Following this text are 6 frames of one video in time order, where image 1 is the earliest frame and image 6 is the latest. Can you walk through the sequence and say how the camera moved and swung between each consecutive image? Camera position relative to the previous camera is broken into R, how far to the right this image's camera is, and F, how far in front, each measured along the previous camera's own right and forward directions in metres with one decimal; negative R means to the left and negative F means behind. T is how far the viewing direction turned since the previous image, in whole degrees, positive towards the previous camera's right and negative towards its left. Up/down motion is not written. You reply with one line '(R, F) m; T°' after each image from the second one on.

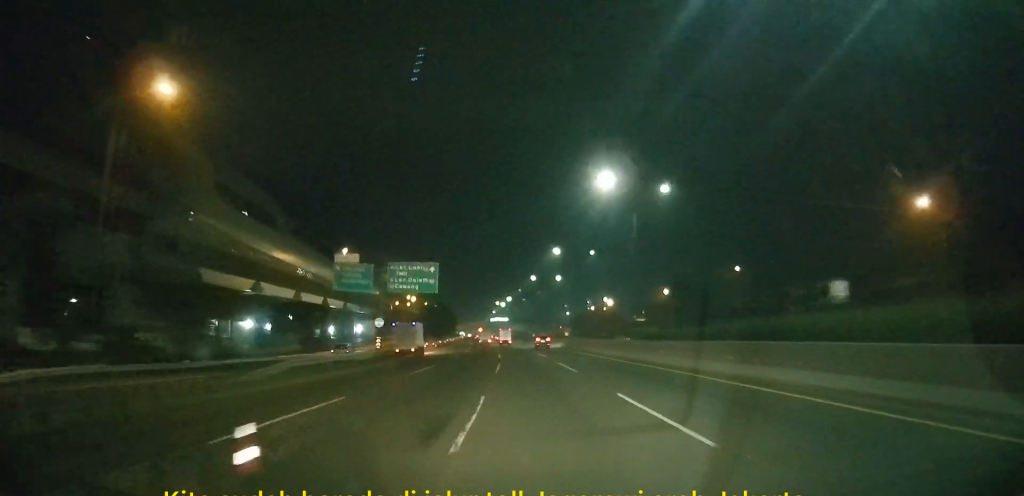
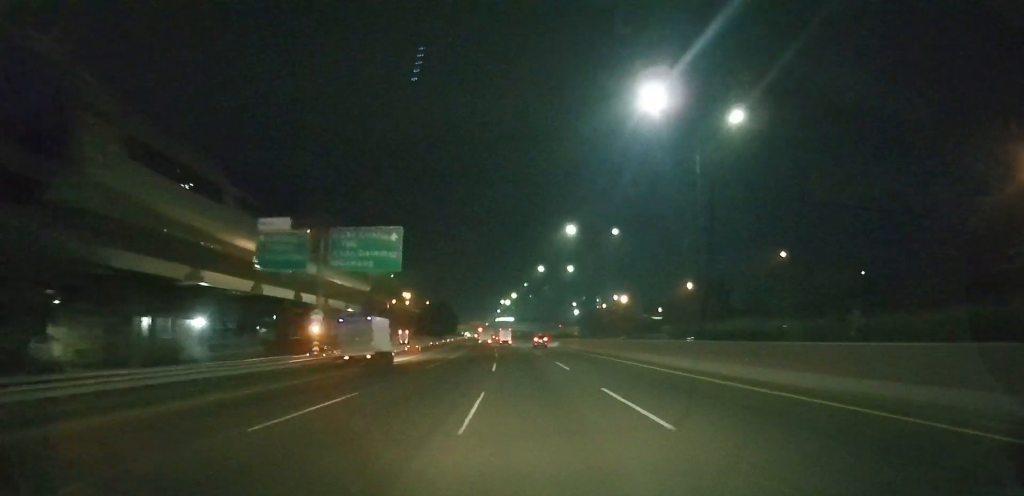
(-0.1, +17.3) m; -1°
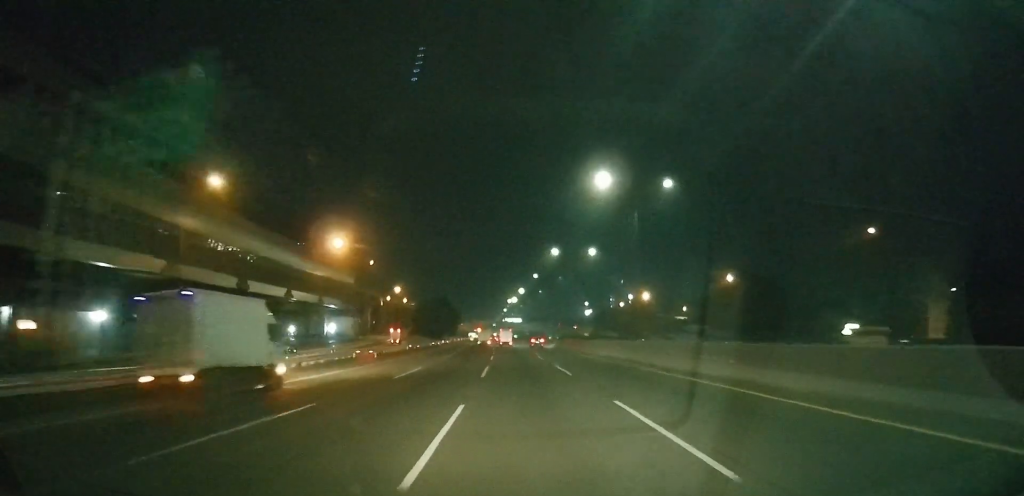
(-0.2, +23.3) m; -1°
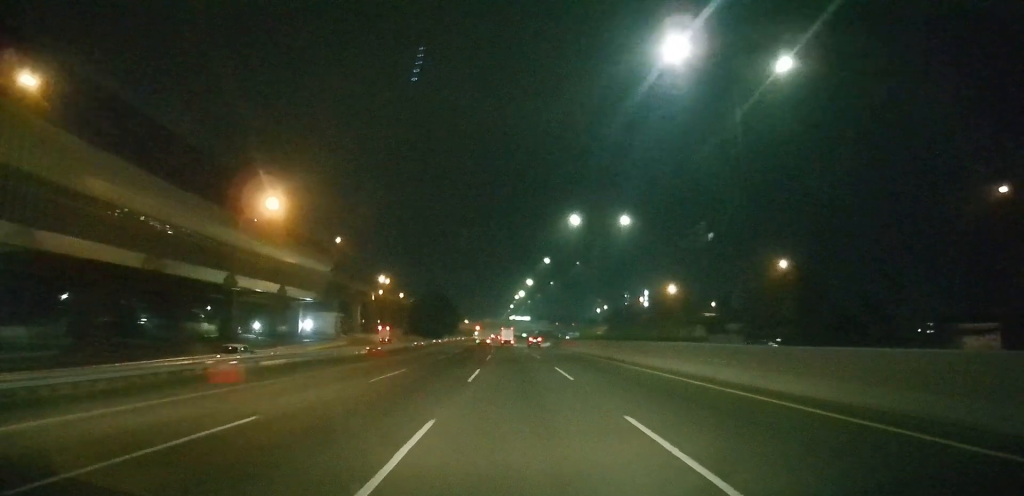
(-0.1, +22.0) m; -1°
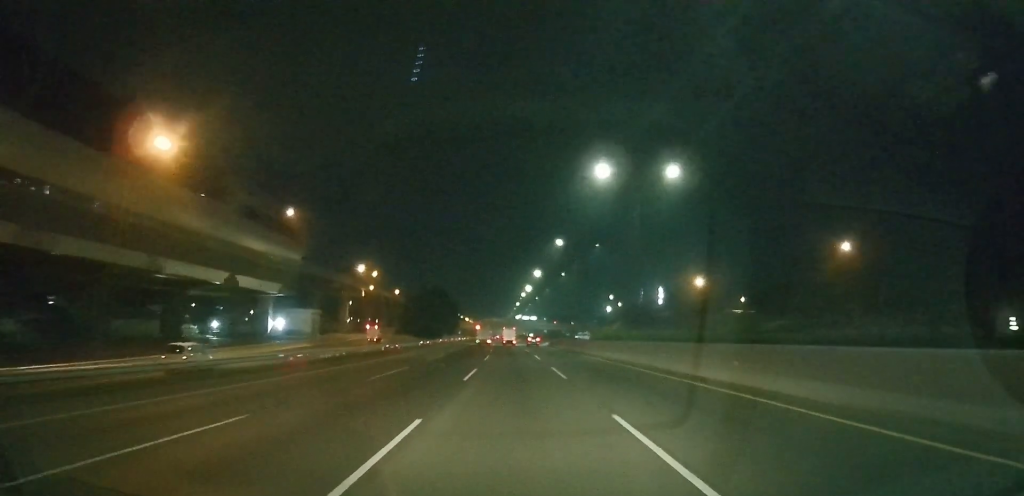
(-0.1, +17.5) m; -1°
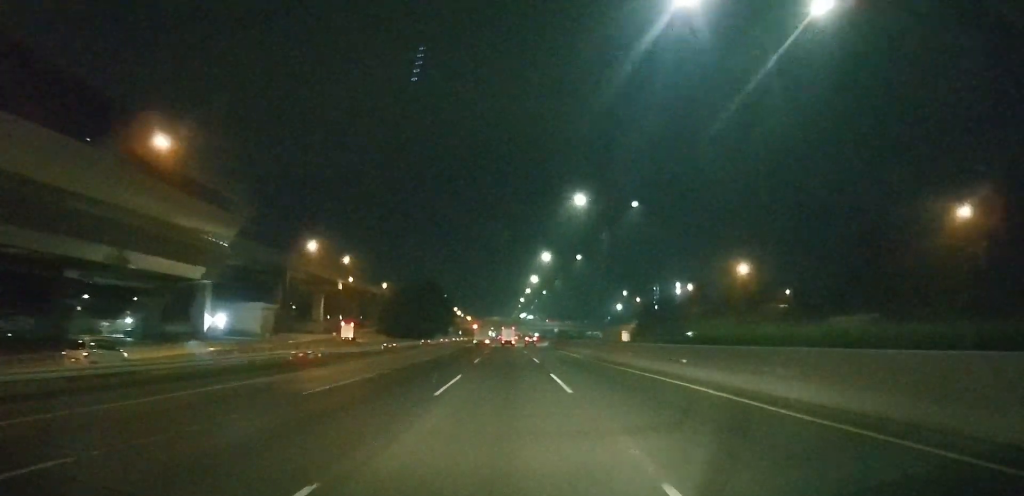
(-0.1, +21.4) m; -1°
